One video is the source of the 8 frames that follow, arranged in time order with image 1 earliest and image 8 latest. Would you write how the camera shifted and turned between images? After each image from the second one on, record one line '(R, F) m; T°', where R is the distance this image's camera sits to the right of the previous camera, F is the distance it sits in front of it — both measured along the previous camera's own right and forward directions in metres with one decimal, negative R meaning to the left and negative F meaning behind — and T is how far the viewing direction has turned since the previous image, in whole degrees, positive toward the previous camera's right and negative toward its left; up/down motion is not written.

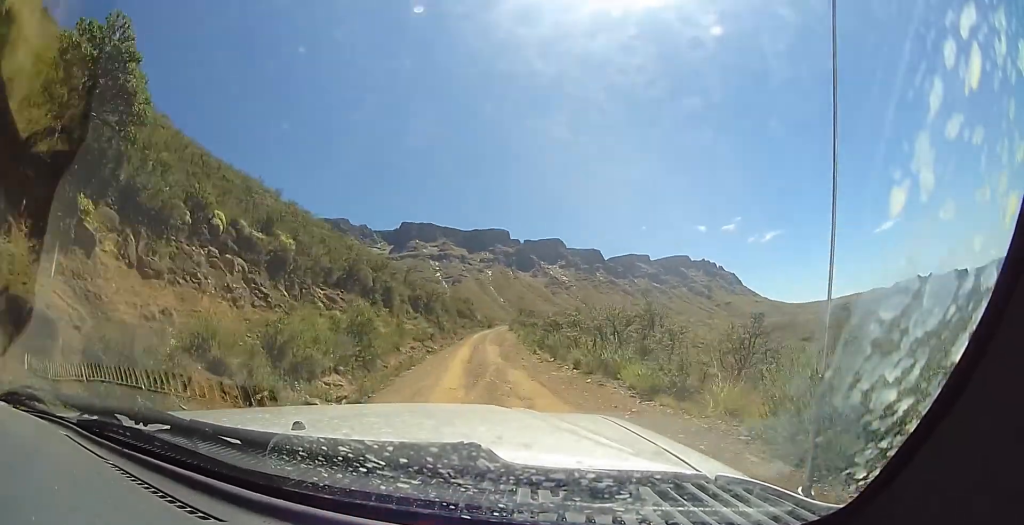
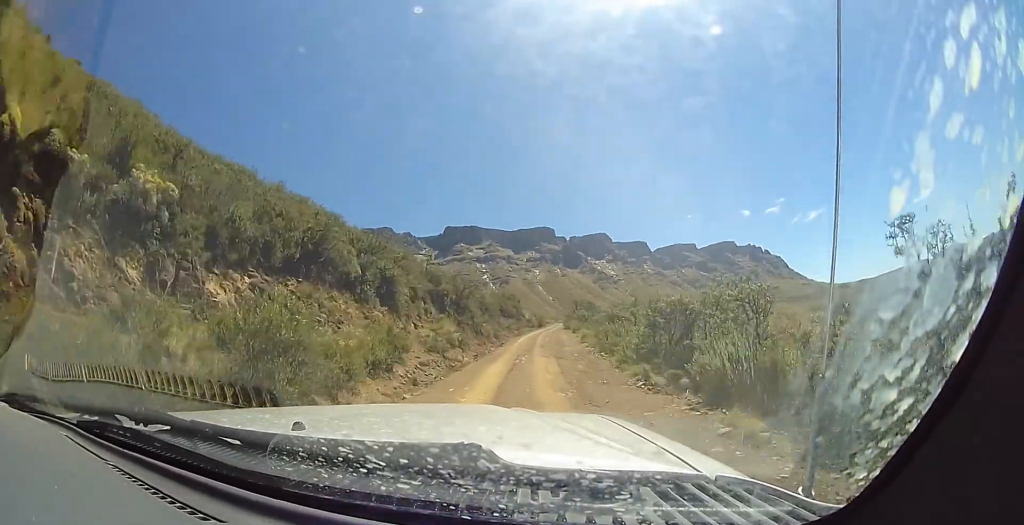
(-0.9, +10.9) m; -2°
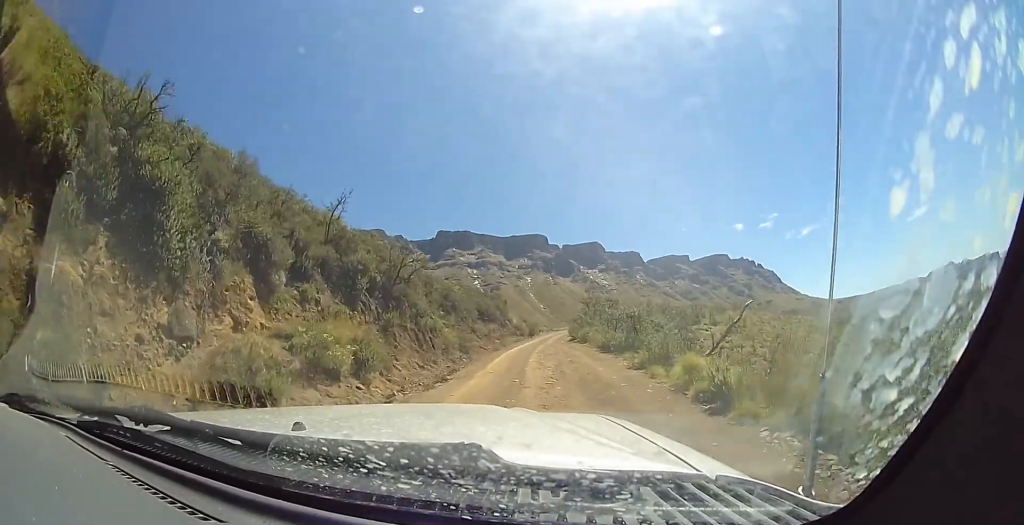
(+0.4, +17.2) m; +1°
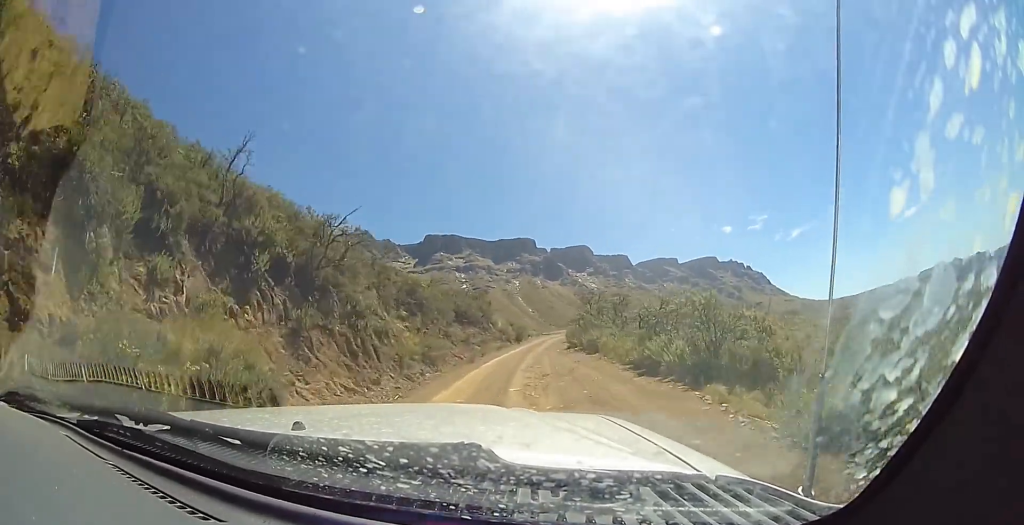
(+0.1, +7.7) m; +1°
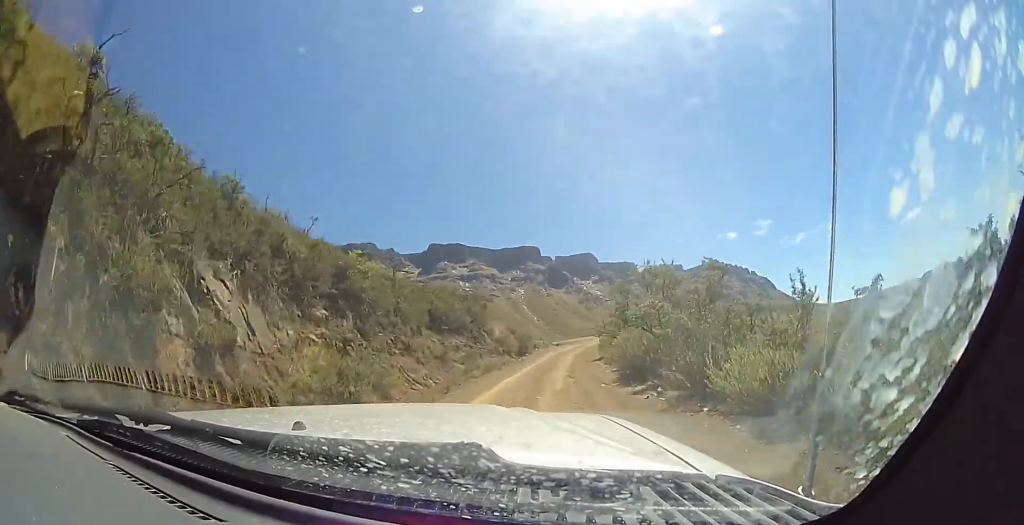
(-0.1, +11.8) m; +2°
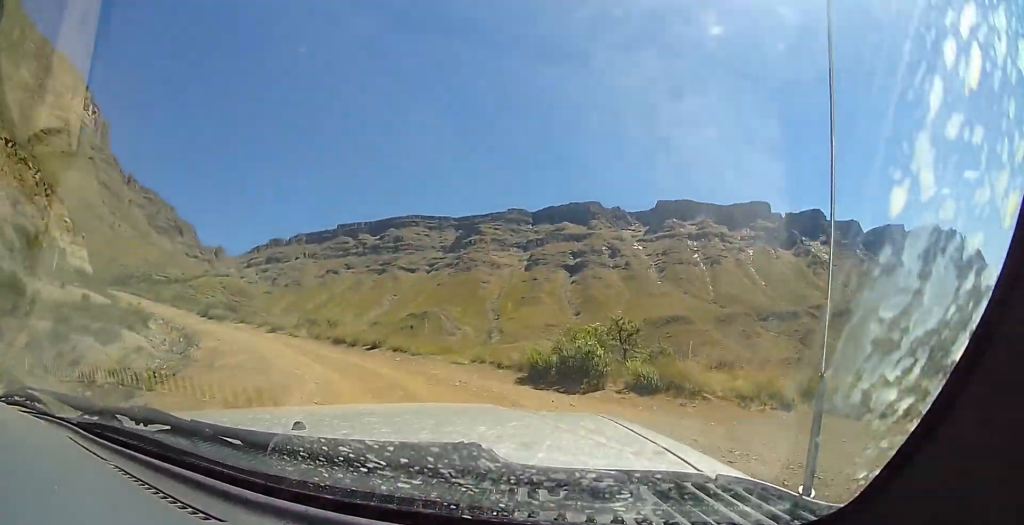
(-9.0, +54.9) m; -70°
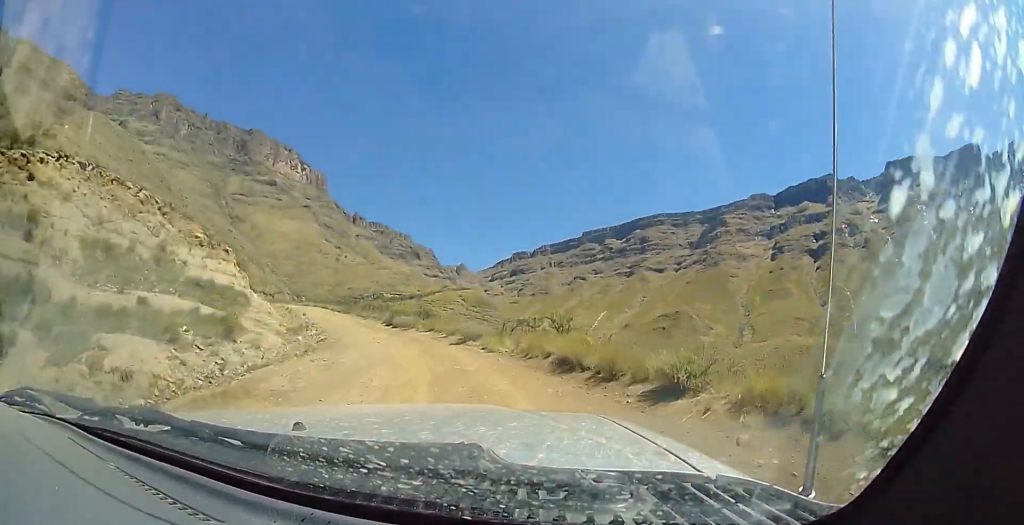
(-3.0, +10.8) m; -27°
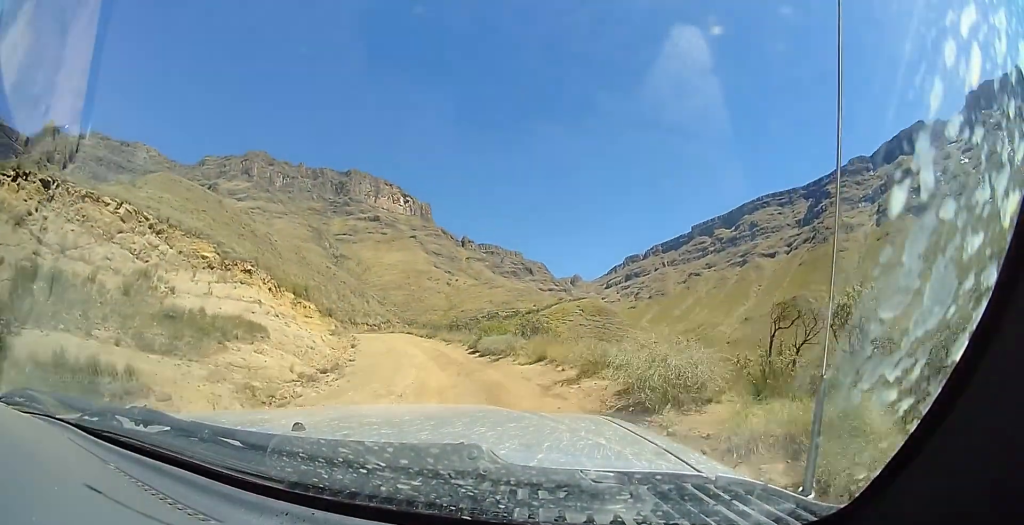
(-3.3, +12.0) m; -16°
